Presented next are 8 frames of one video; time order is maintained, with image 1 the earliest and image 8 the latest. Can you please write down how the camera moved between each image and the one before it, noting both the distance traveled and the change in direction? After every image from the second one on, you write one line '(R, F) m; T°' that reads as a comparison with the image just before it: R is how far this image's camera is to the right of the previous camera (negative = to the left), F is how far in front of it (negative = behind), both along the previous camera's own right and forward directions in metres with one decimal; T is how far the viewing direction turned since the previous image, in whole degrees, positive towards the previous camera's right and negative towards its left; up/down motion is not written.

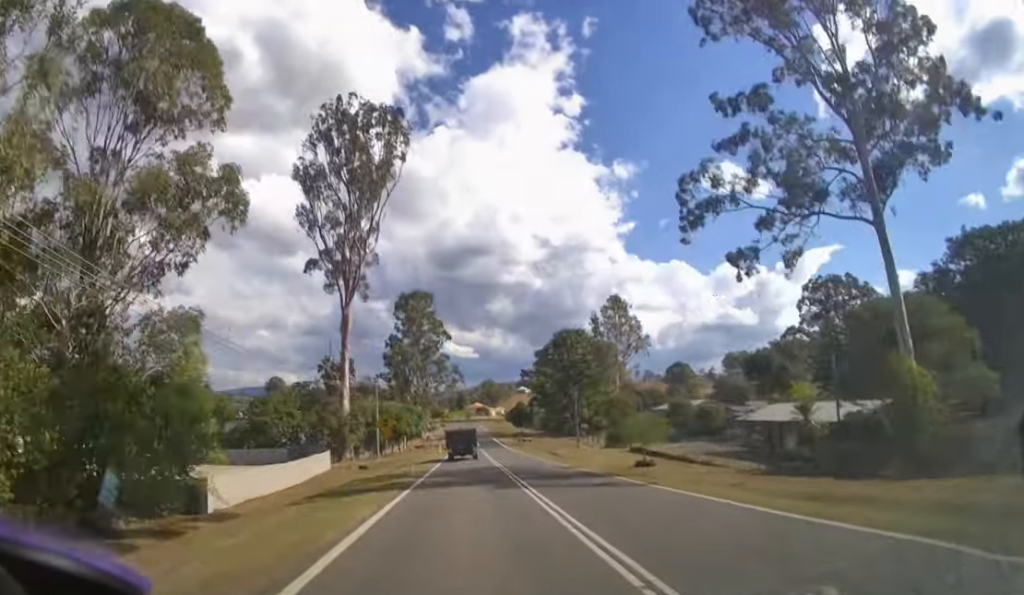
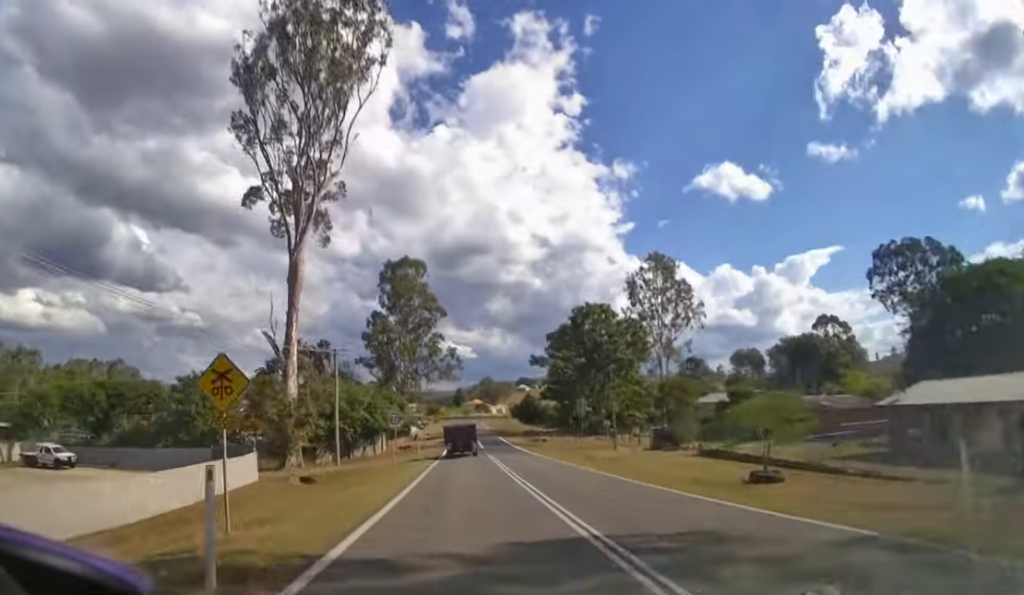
(0.0, +19.5) m; 0°
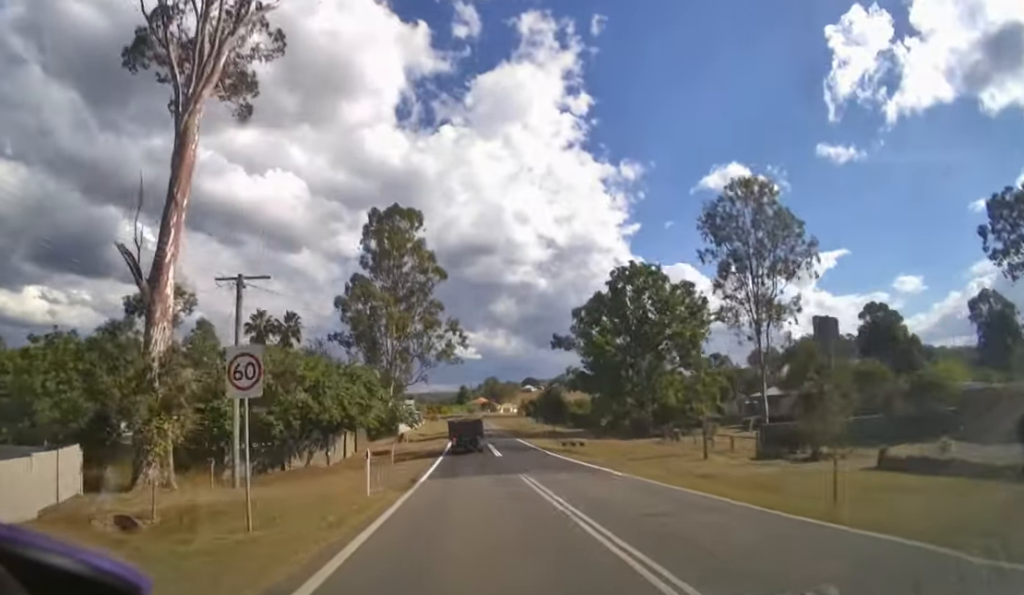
(0.0, +21.1) m; 0°
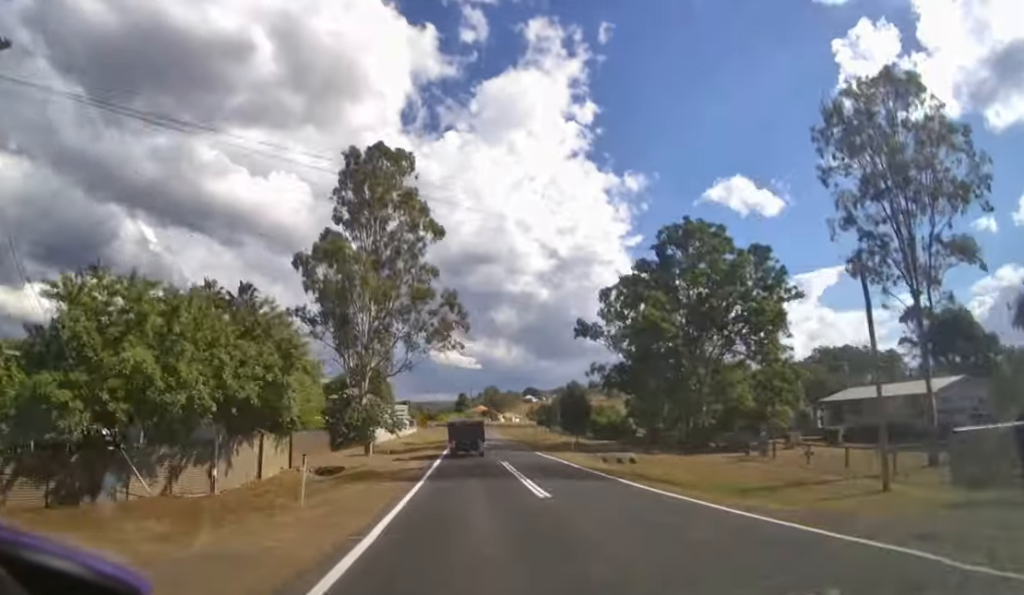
(0.0, +15.9) m; 0°
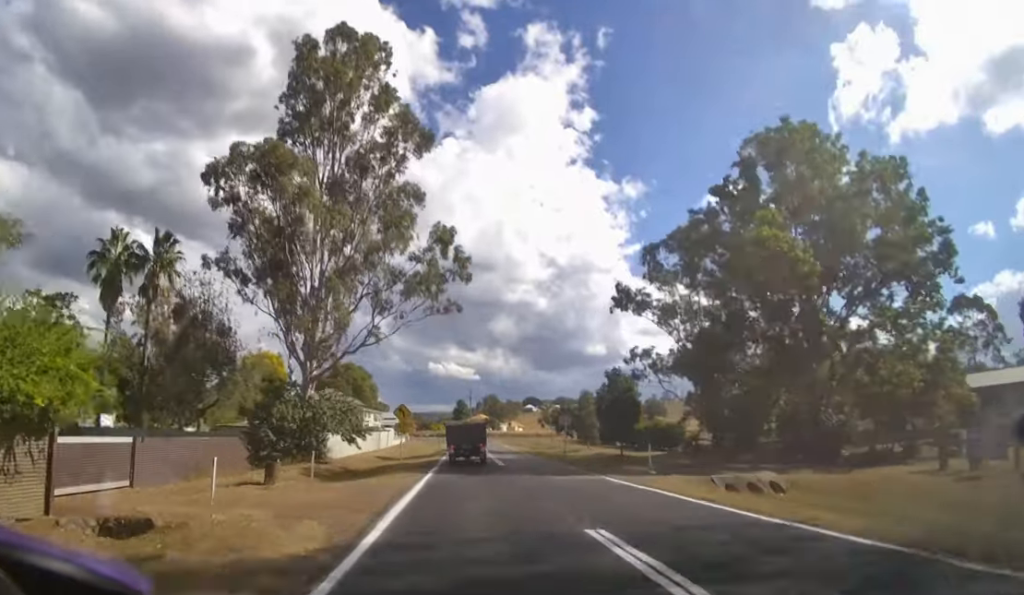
(+0.1, +15.5) m; 0°
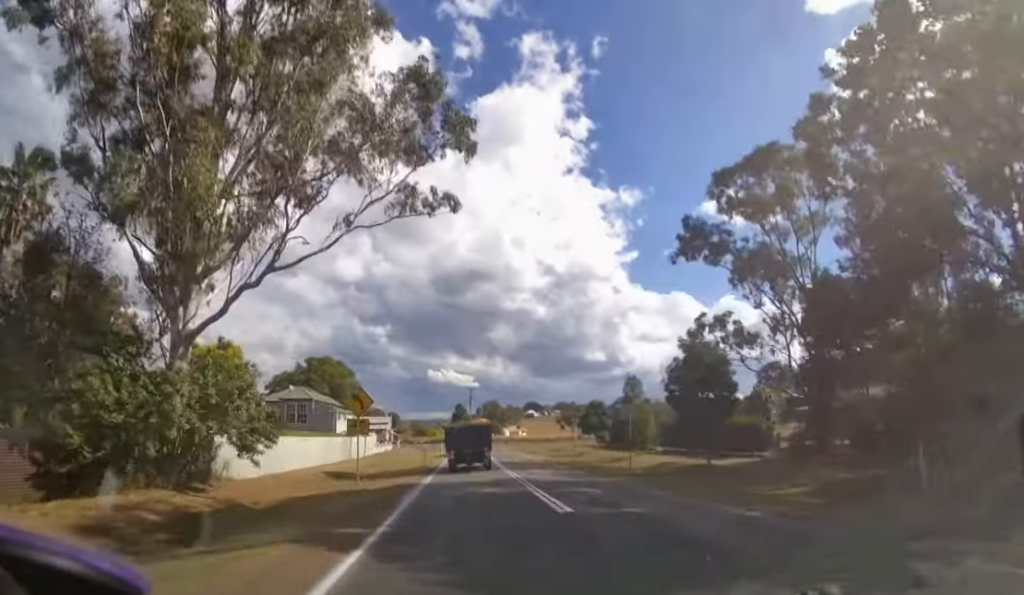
(-0.1, +13.1) m; 0°
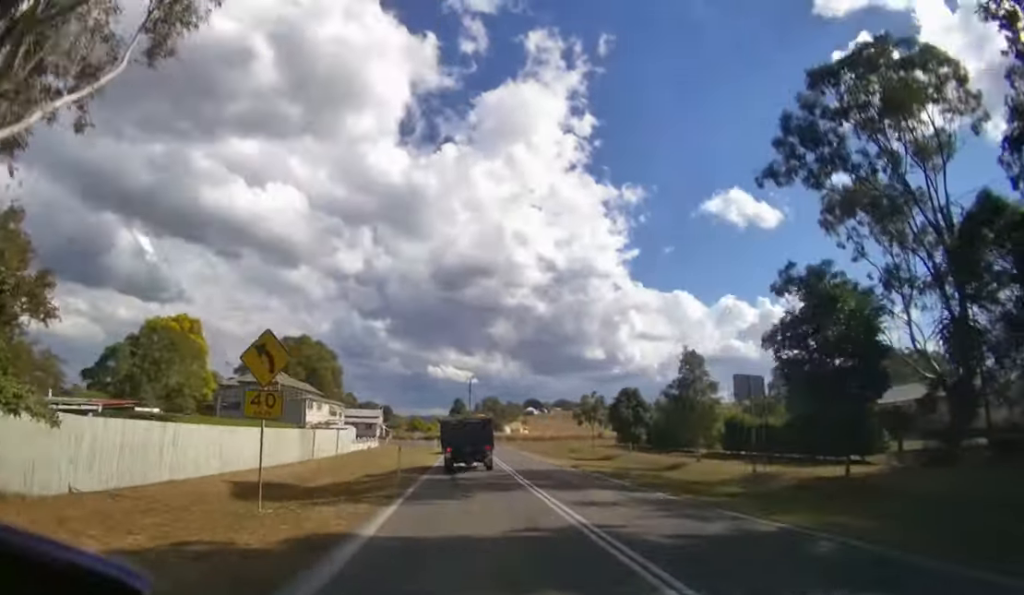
(0.0, +8.9) m; 0°
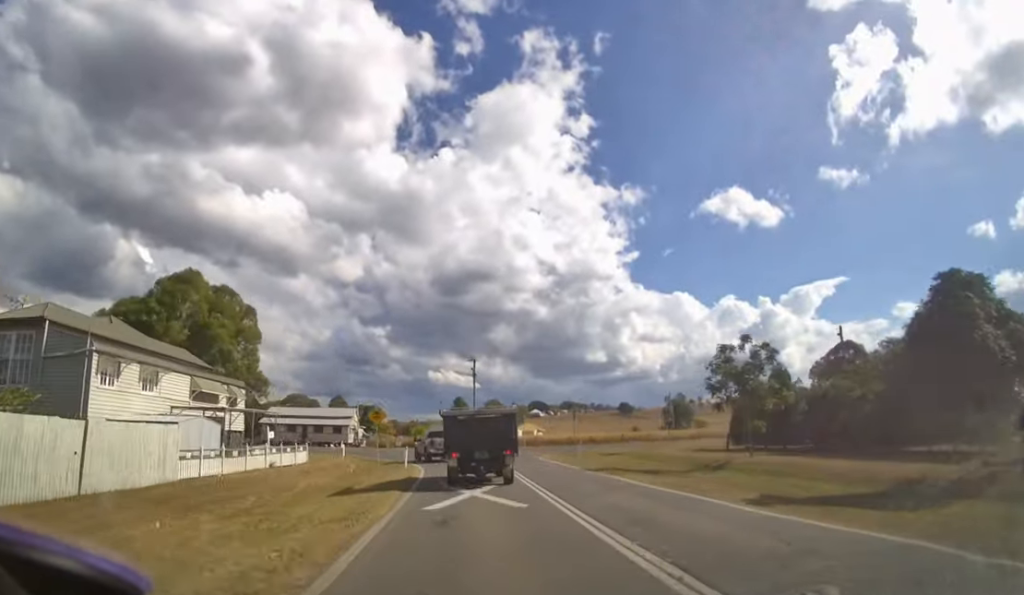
(0.0, +22.6) m; 0°
